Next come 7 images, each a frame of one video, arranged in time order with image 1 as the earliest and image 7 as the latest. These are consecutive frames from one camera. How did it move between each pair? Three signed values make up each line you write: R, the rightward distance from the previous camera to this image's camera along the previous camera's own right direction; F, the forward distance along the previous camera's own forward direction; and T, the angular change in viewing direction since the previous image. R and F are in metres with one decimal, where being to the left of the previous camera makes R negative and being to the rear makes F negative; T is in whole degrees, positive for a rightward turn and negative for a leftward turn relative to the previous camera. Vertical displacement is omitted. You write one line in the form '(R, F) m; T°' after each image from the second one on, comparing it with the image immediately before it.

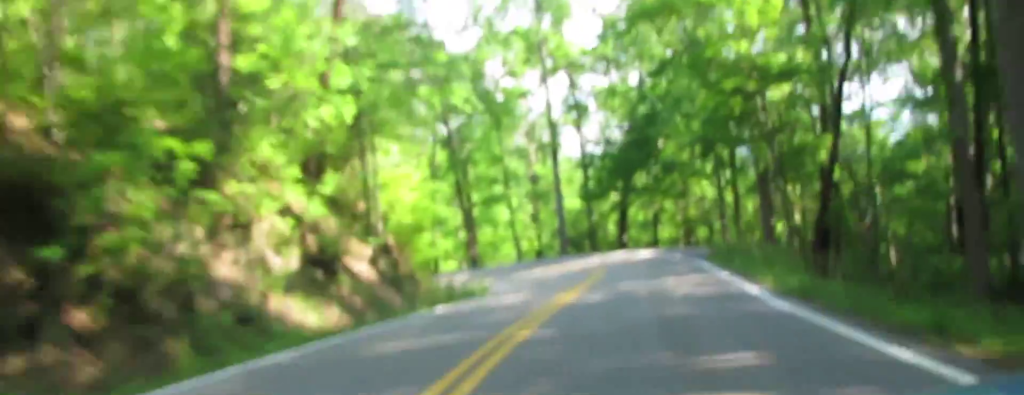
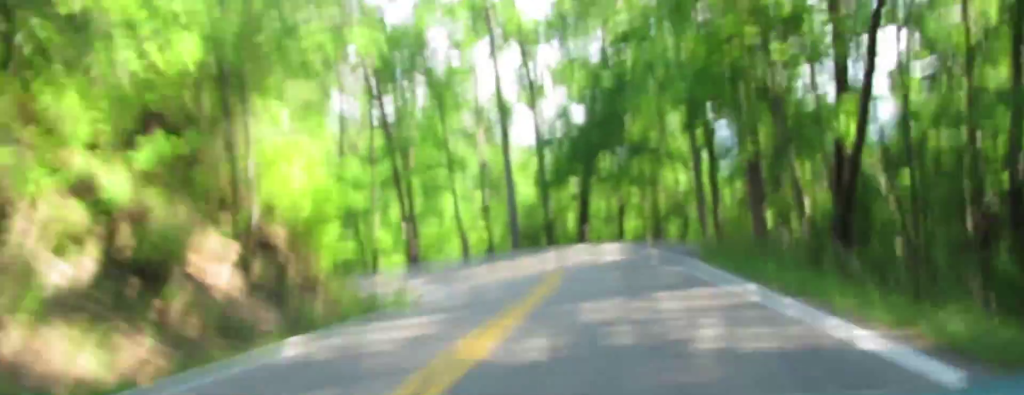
(-0.8, +8.8) m; -9°
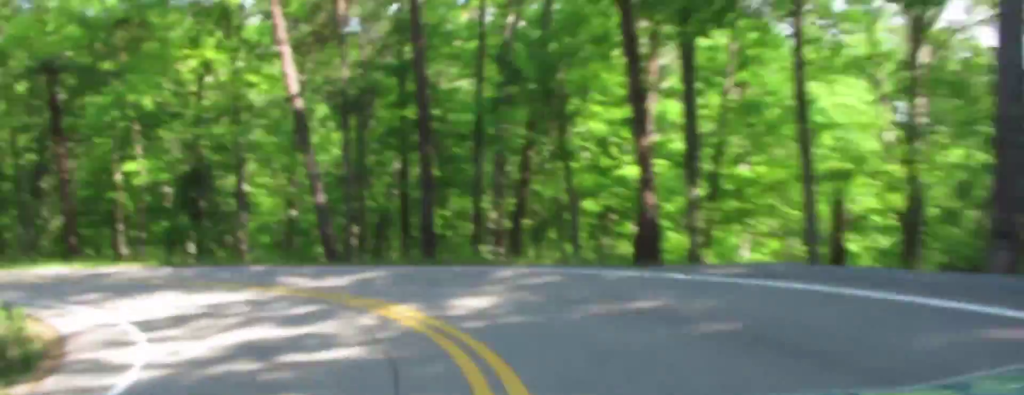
(-13.6, +42.4) m; -29°
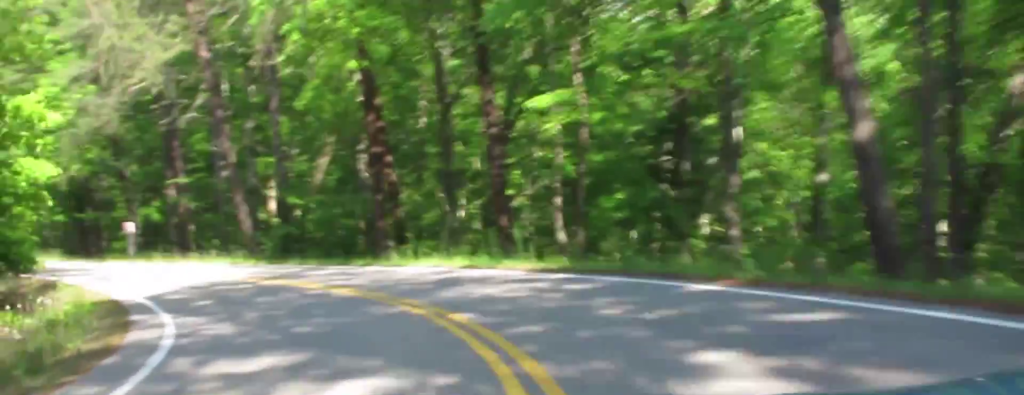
(-0.7, +16.6) m; -5°
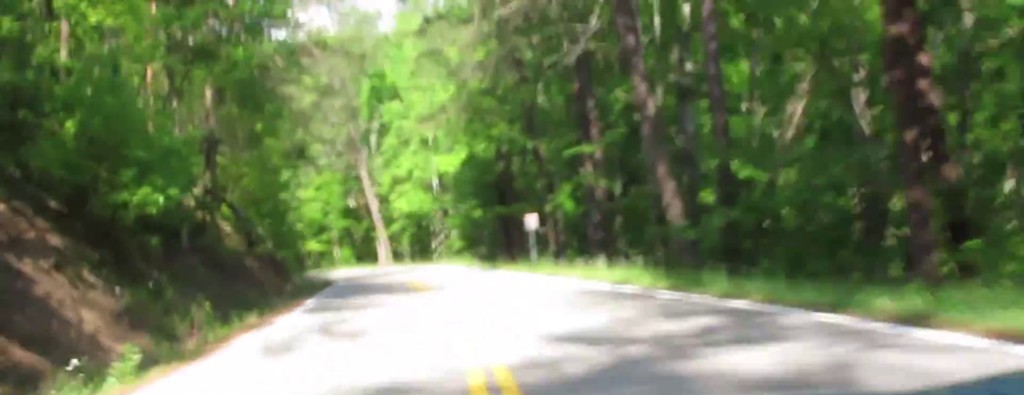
(-0.6, +14.7) m; -5°
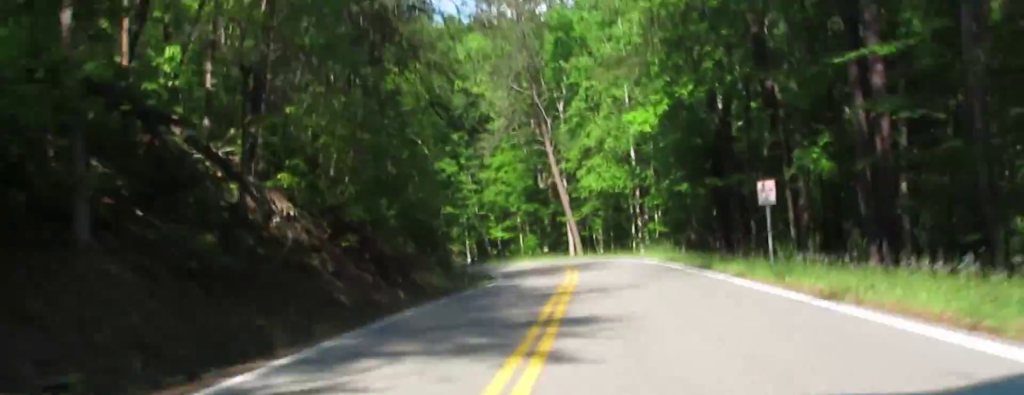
(-0.3, +11.4) m; -4°
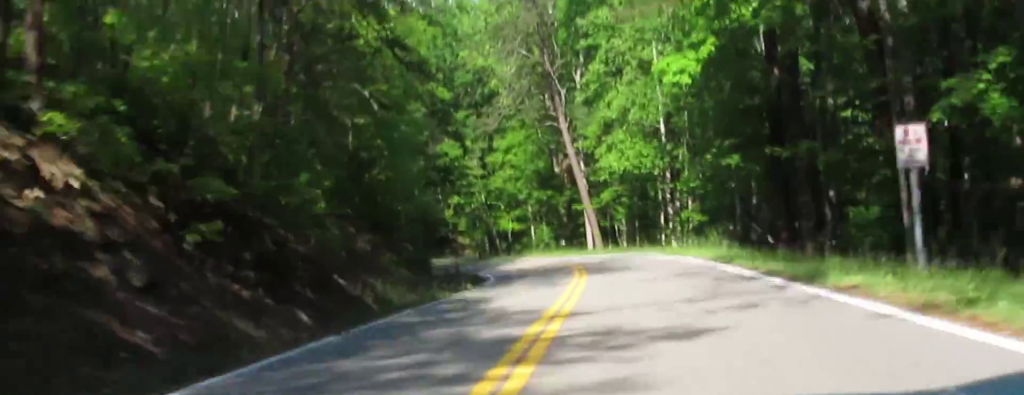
(-0.2, +8.9) m; -5°
